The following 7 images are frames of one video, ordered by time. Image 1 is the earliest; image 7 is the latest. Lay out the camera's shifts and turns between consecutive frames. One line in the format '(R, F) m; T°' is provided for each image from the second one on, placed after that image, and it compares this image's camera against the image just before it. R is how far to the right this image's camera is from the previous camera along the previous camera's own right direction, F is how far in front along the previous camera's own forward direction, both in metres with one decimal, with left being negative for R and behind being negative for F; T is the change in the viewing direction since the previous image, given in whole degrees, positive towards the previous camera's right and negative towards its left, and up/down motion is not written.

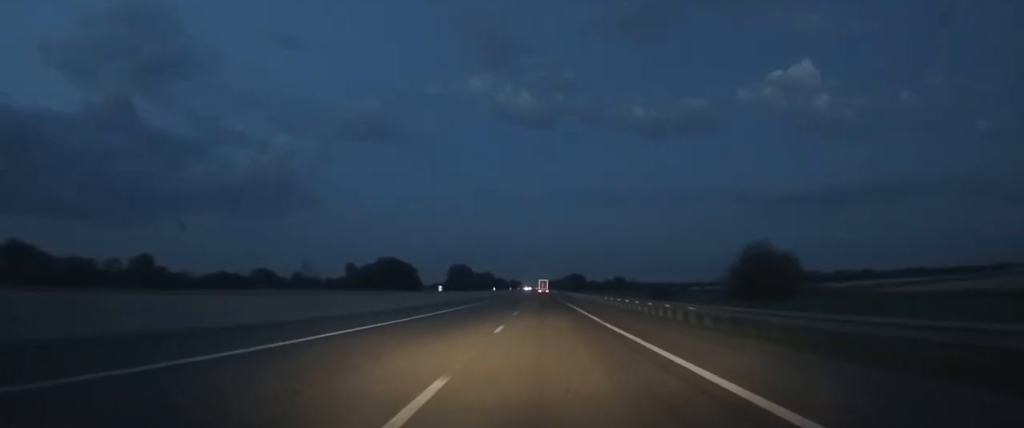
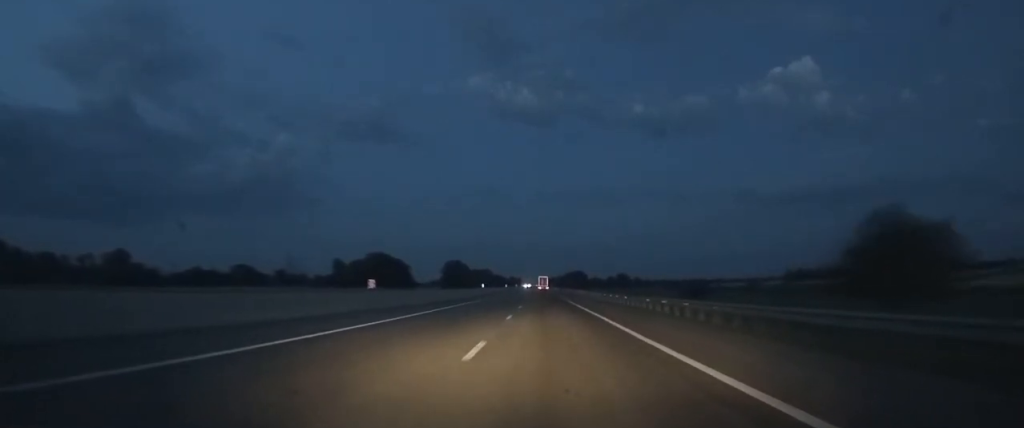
(0.0, +22.3) m; 0°
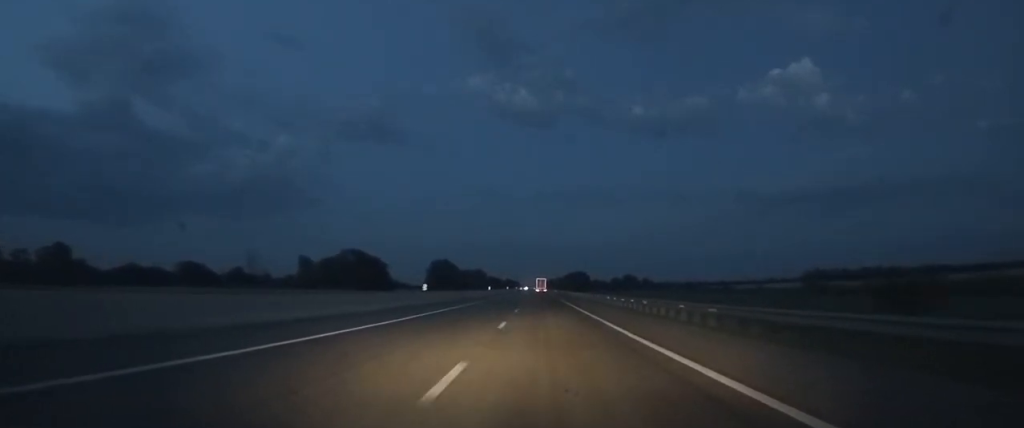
(0.0, +40.2) m; 0°
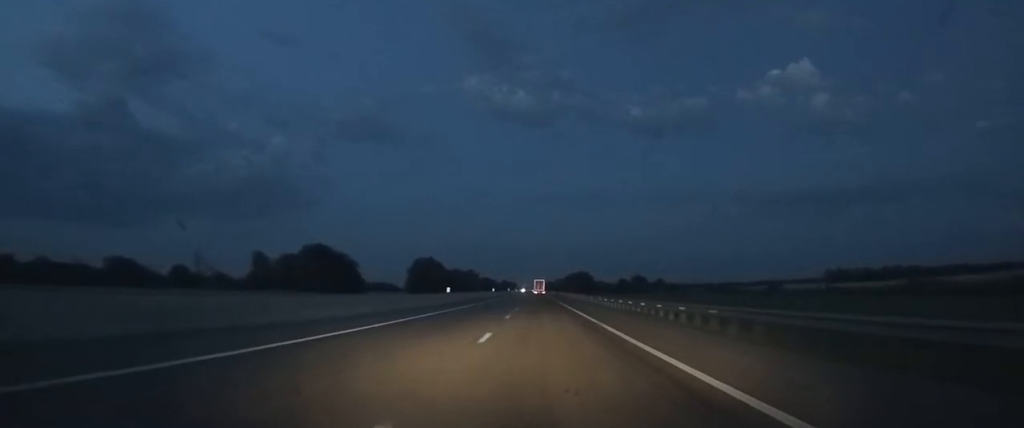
(0.0, +36.8) m; 0°
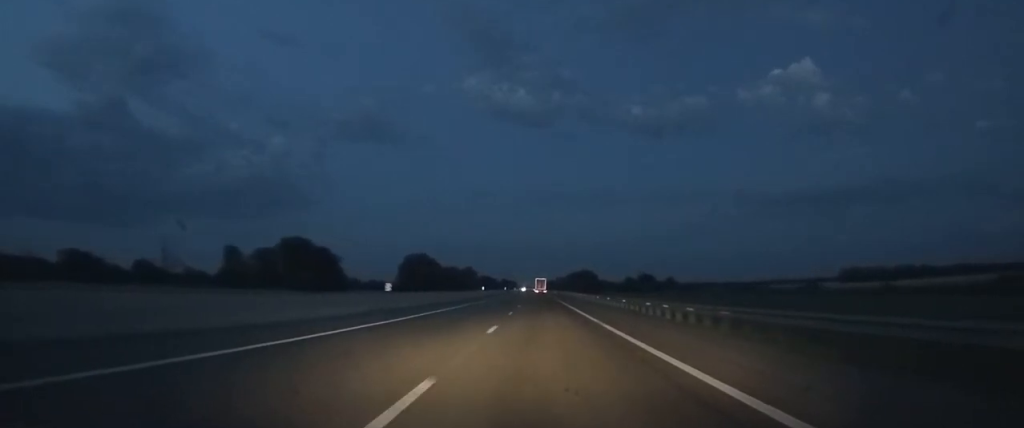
(0.0, +21.1) m; 0°
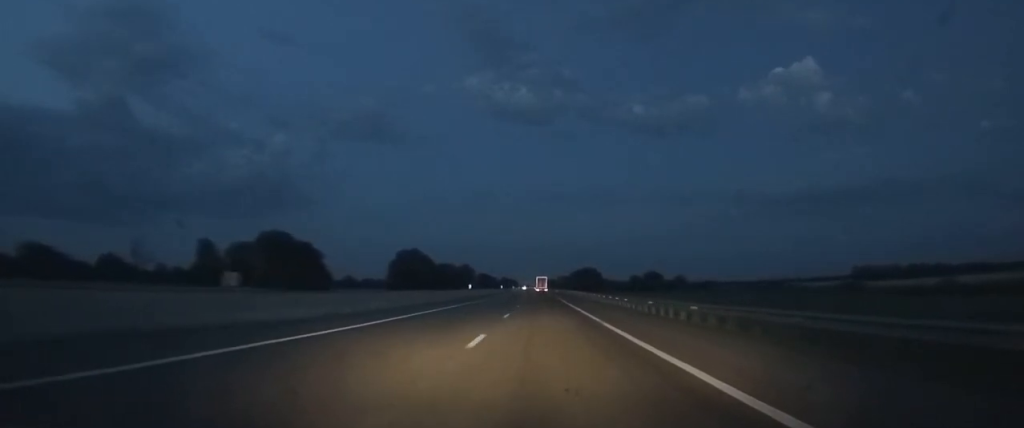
(0.0, +18.2) m; 0°
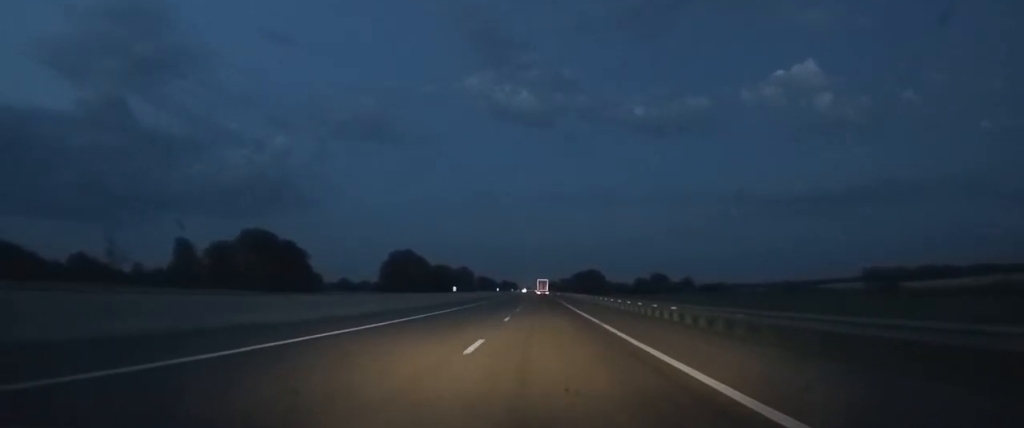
(0.0, +13.9) m; 0°
